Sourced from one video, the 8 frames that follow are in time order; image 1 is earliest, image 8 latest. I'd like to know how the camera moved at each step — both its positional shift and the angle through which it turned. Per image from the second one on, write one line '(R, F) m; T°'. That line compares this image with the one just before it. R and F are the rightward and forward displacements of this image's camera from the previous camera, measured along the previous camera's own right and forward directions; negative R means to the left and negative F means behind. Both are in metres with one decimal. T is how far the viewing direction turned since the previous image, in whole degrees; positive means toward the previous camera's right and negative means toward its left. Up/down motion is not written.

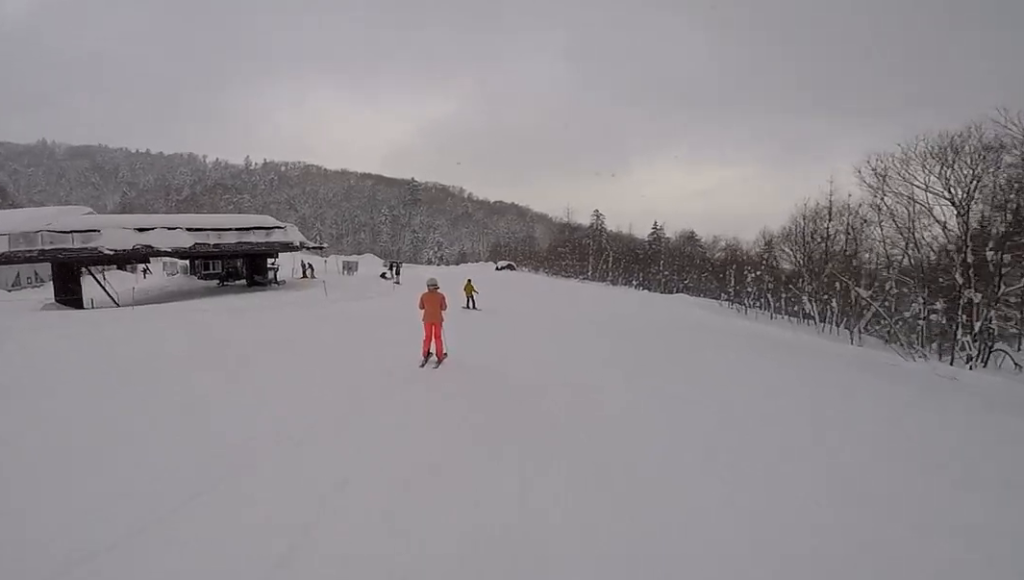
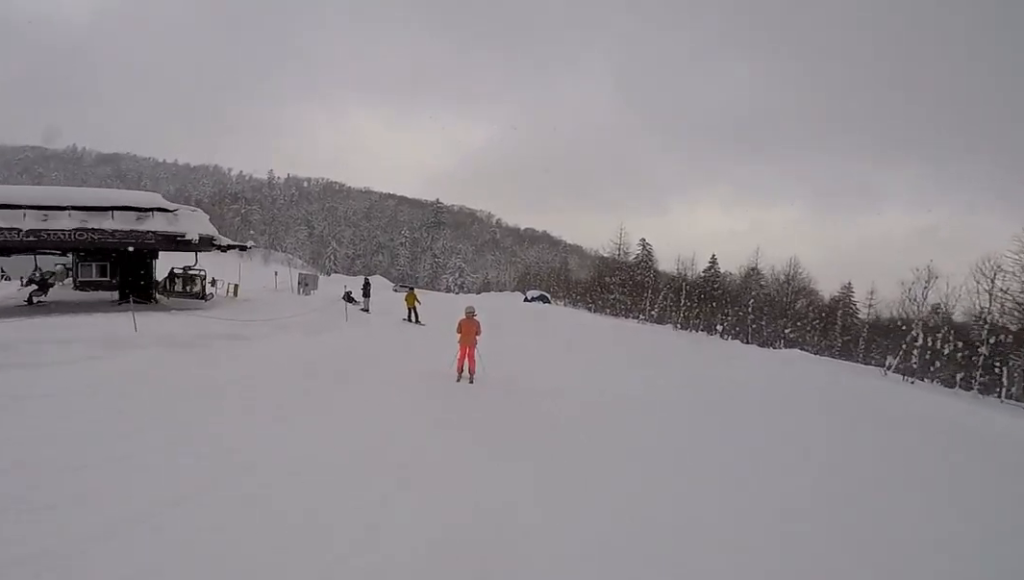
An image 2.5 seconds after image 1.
(-0.6, +15.3) m; -4°
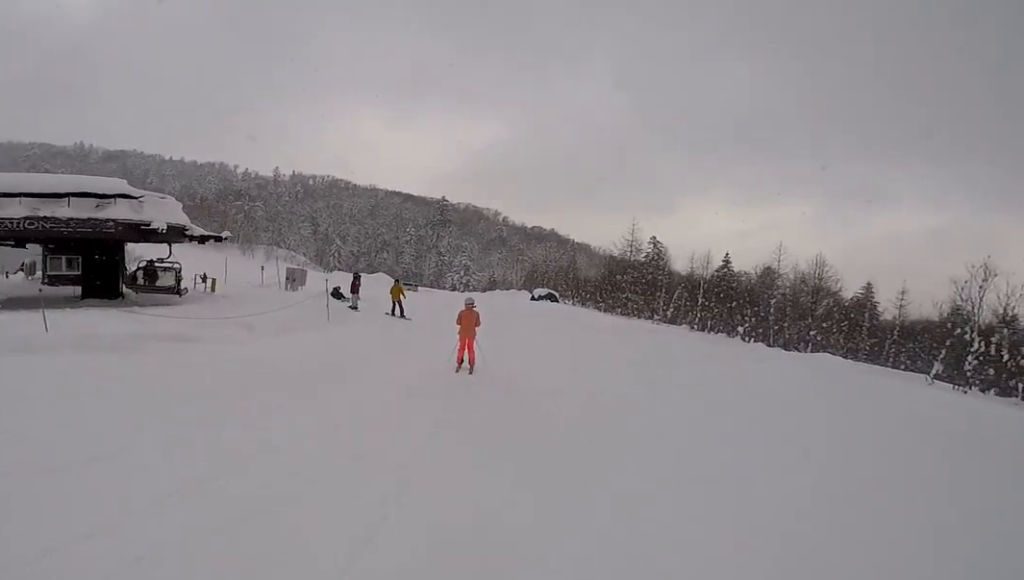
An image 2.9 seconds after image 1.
(0.0, +2.3) m; 0°
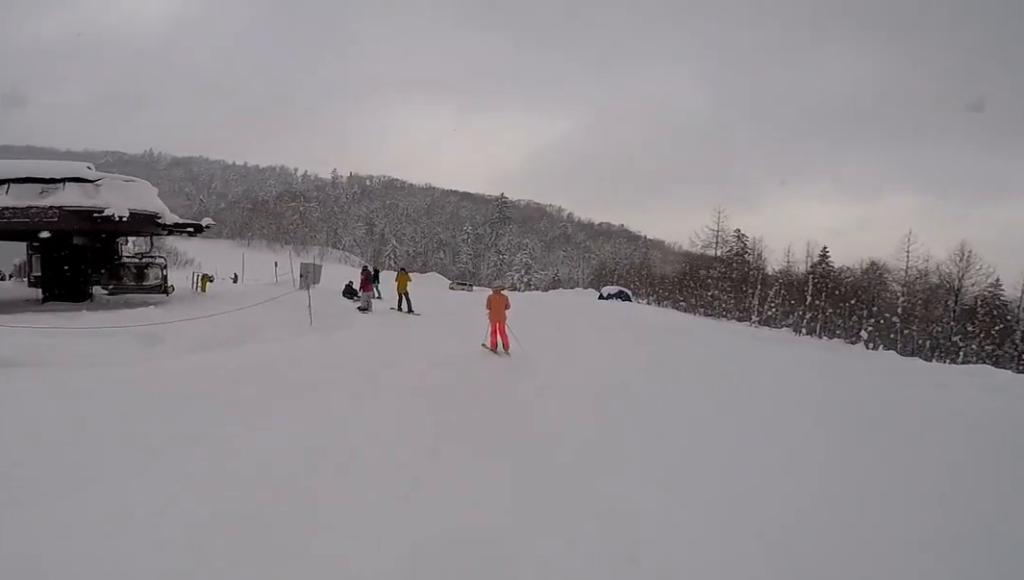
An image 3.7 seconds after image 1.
(0.0, +4.5) m; -2°
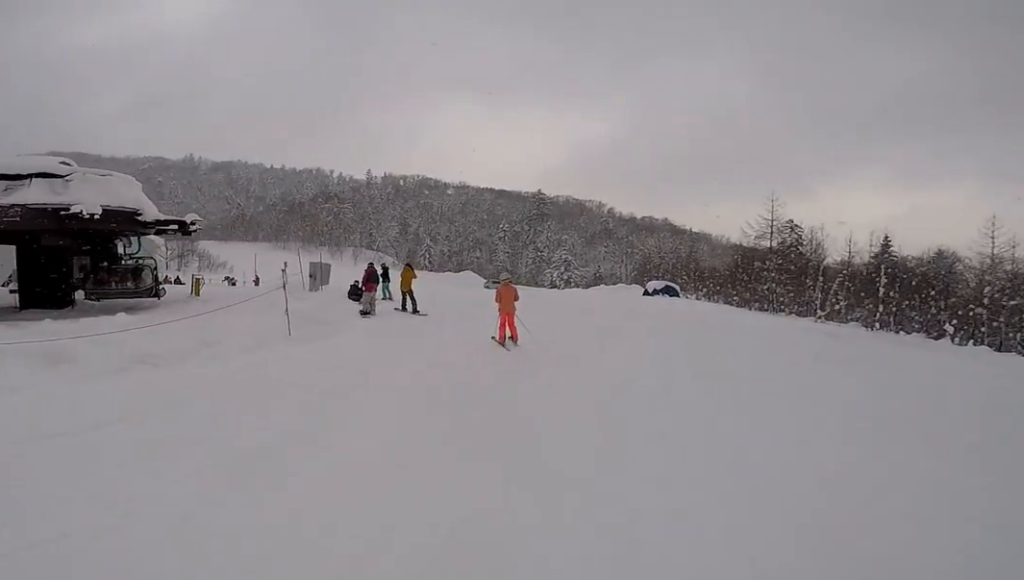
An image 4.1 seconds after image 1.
(0.0, +2.2) m; -1°
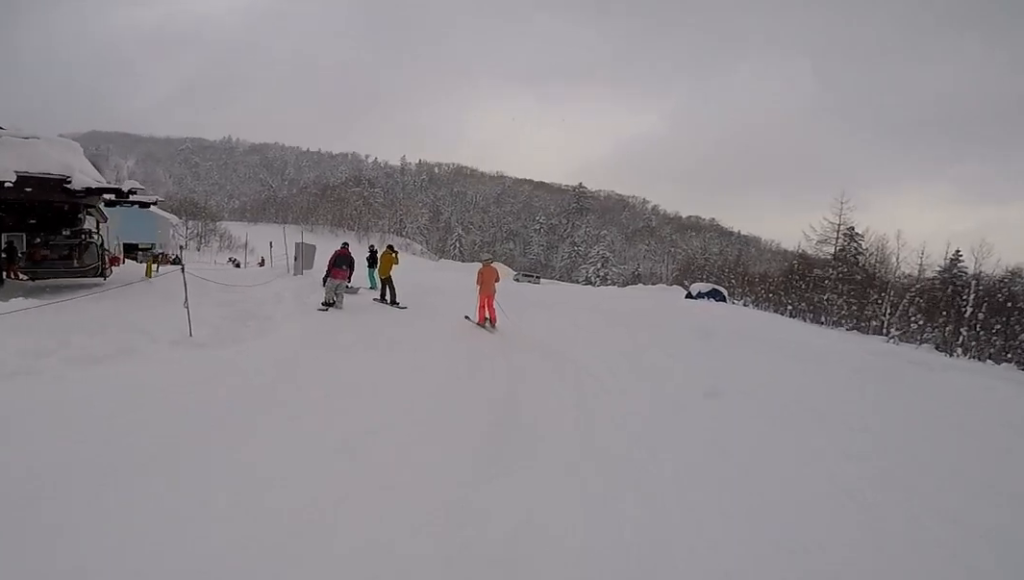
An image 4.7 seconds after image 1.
(-0.1, +2.9) m; -4°
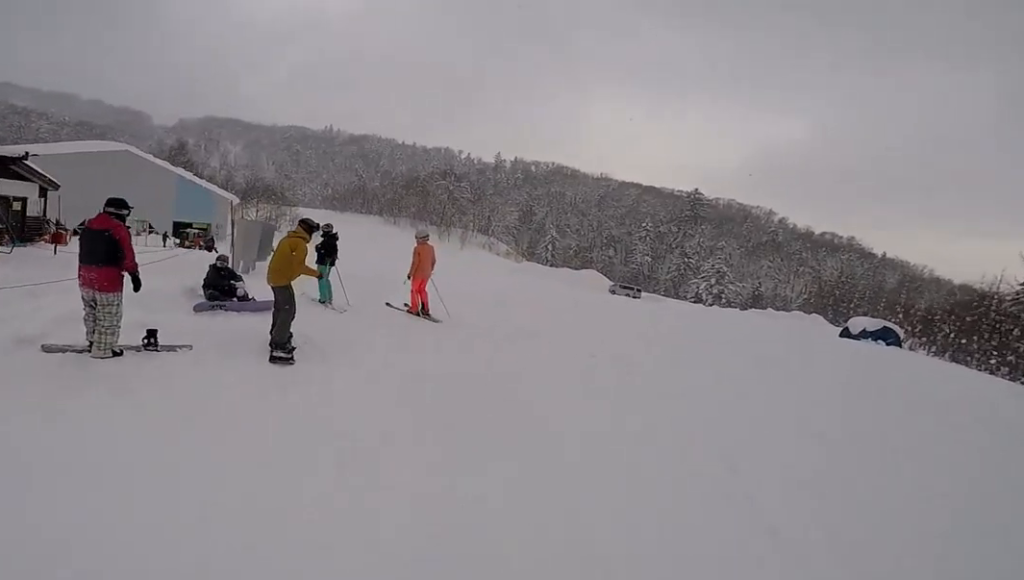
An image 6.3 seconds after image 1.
(-0.6, +6.1) m; -13°
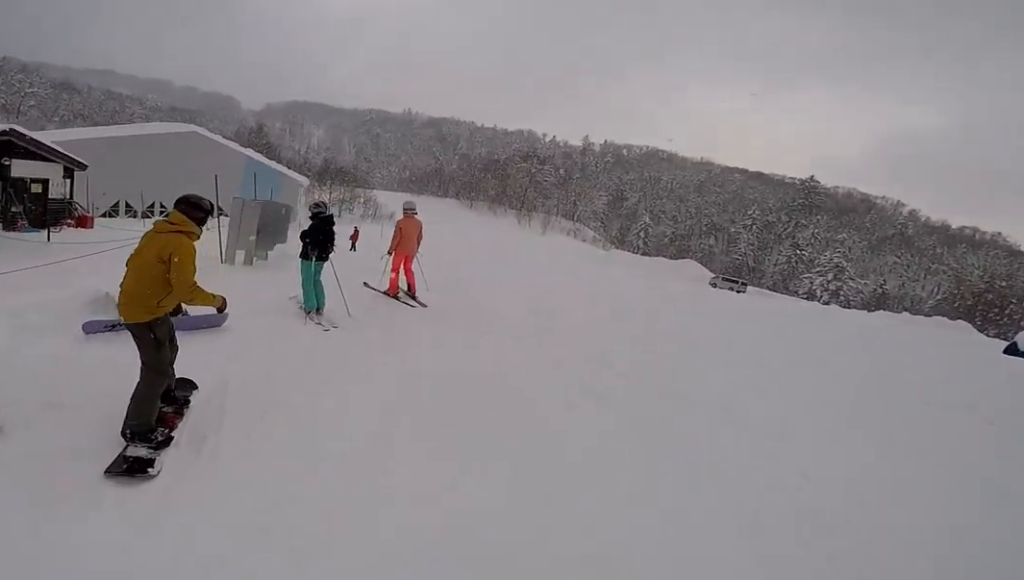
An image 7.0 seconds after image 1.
(-0.1, +2.4) m; -7°
